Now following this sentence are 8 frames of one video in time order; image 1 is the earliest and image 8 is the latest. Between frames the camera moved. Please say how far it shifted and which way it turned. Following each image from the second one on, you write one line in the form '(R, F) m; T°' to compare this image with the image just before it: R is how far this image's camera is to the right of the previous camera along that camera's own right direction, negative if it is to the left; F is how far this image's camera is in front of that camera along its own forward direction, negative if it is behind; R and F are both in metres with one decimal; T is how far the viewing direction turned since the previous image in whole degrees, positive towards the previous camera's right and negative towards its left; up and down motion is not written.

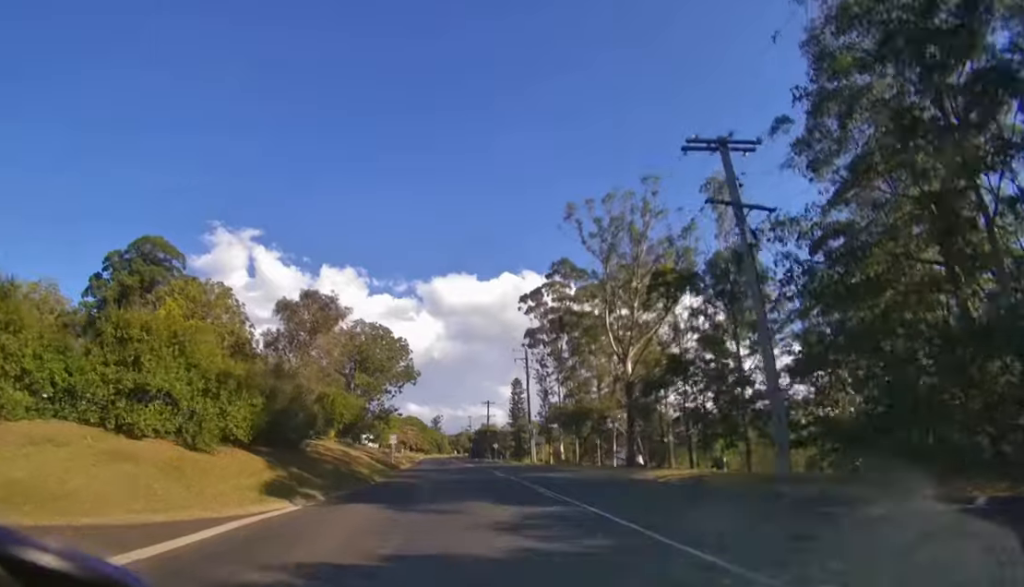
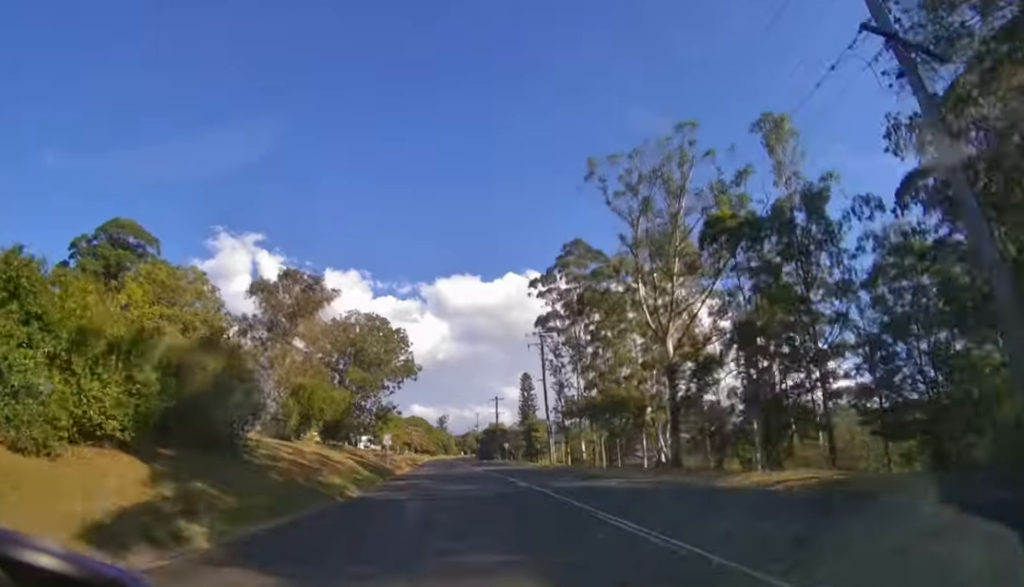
(0.0, +8.8) m; -1°
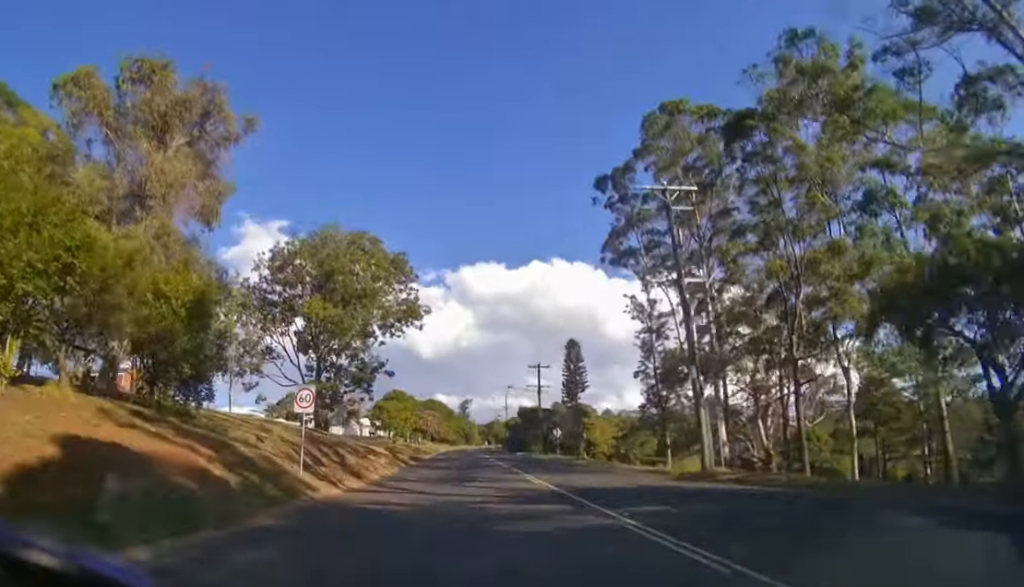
(-0.6, +24.7) m; -2°
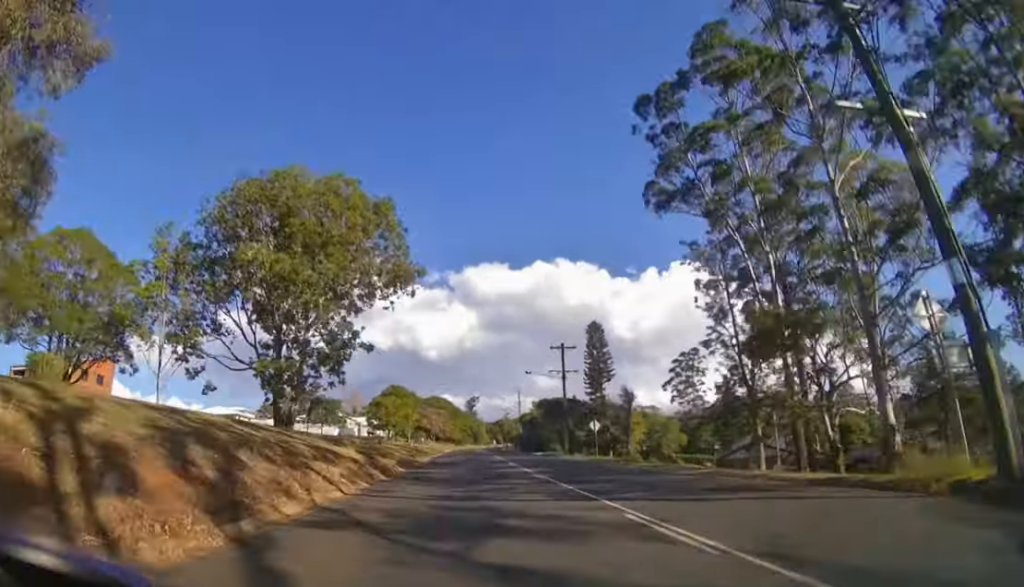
(-0.1, +10.6) m; -1°
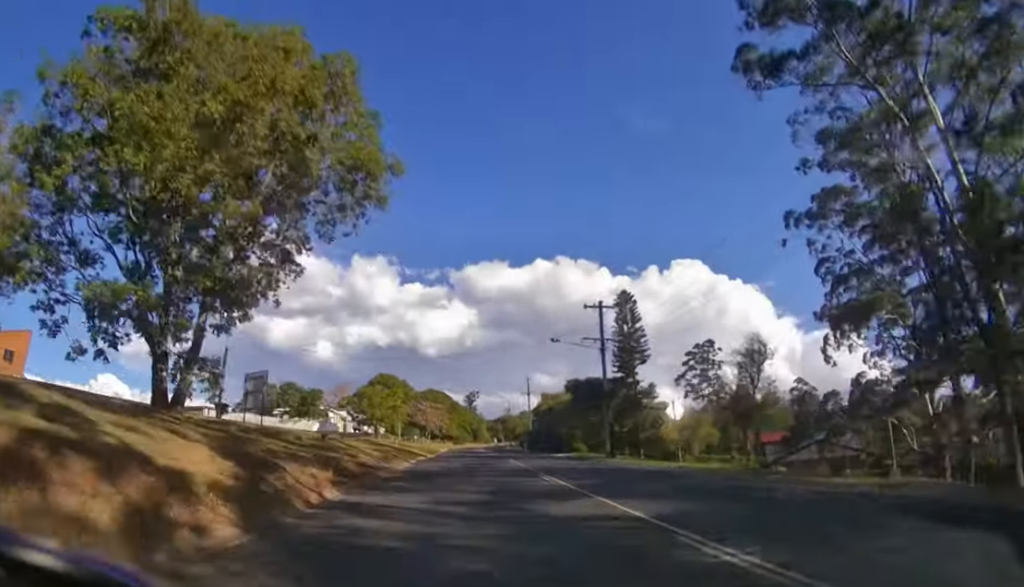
(0.0, +11.5) m; 0°
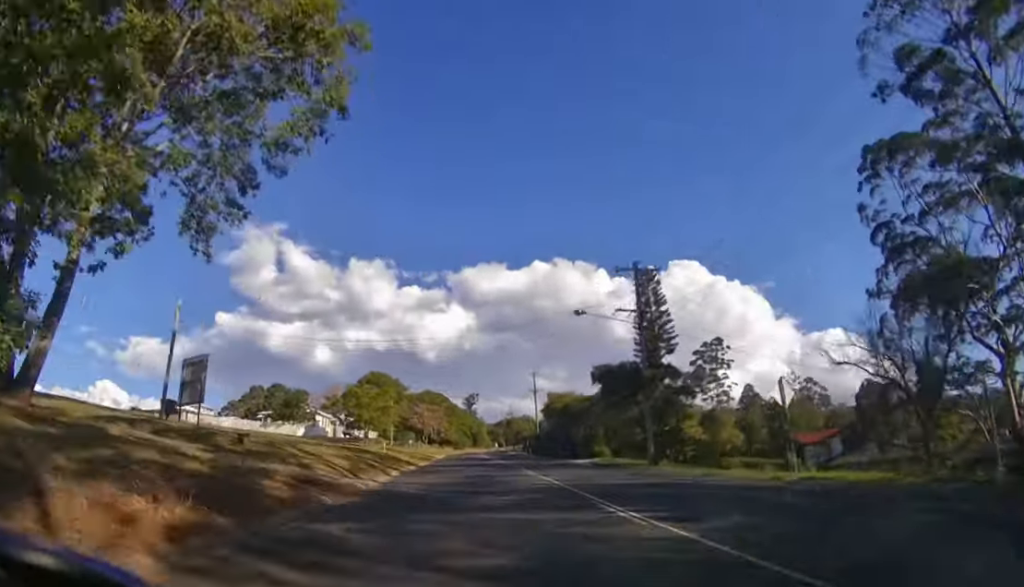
(0.0, +6.9) m; 0°
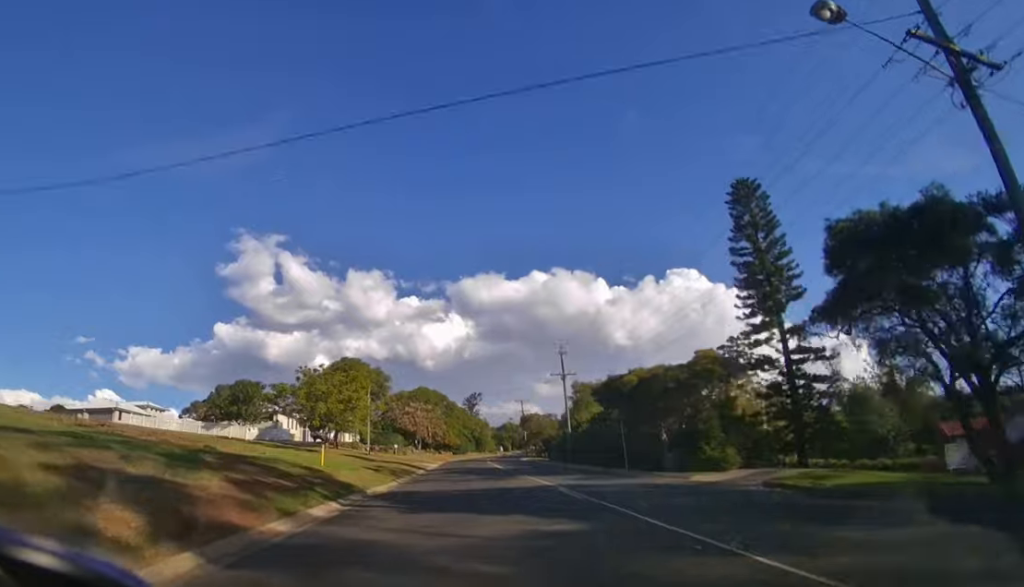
(-0.1, +16.9) m; 0°
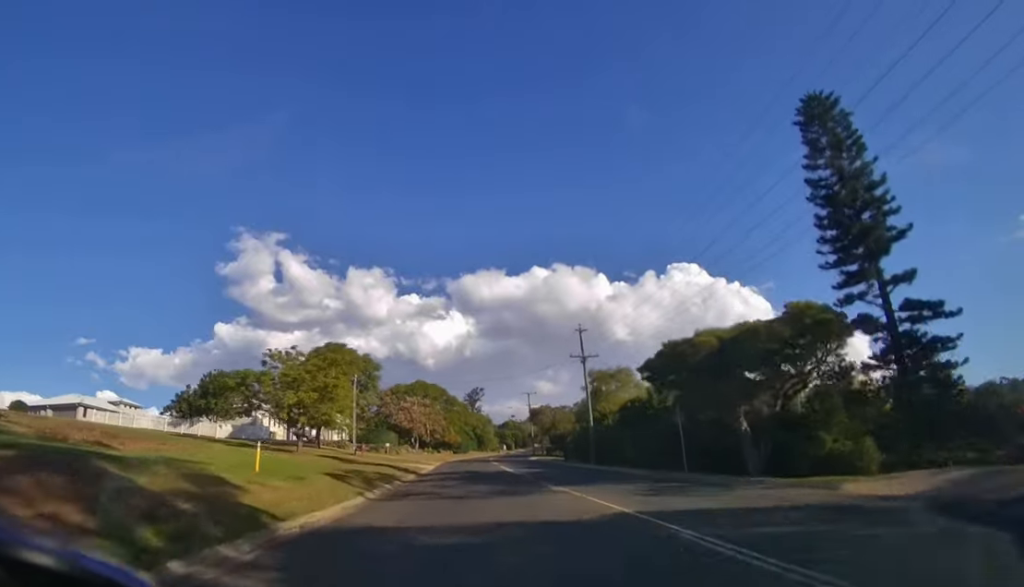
(0.0, +7.5) m; 0°
